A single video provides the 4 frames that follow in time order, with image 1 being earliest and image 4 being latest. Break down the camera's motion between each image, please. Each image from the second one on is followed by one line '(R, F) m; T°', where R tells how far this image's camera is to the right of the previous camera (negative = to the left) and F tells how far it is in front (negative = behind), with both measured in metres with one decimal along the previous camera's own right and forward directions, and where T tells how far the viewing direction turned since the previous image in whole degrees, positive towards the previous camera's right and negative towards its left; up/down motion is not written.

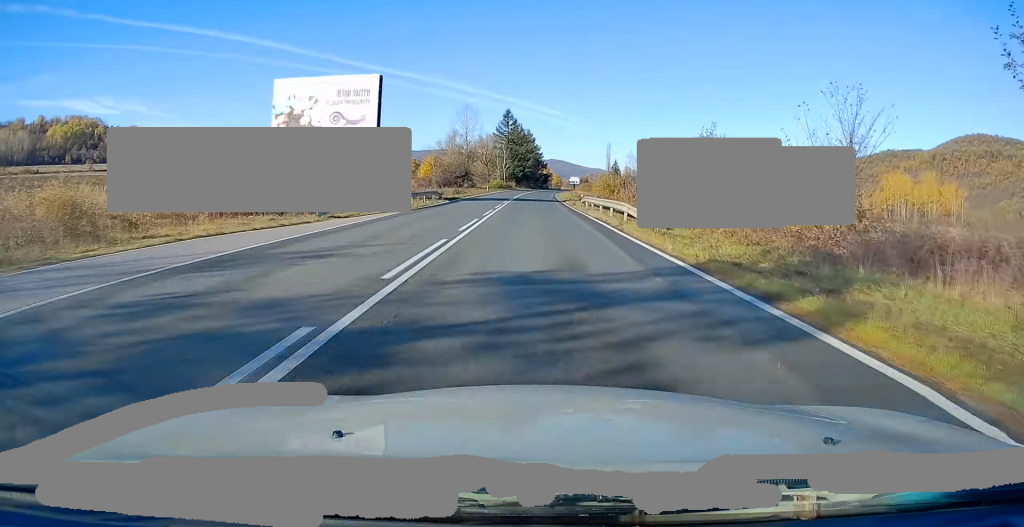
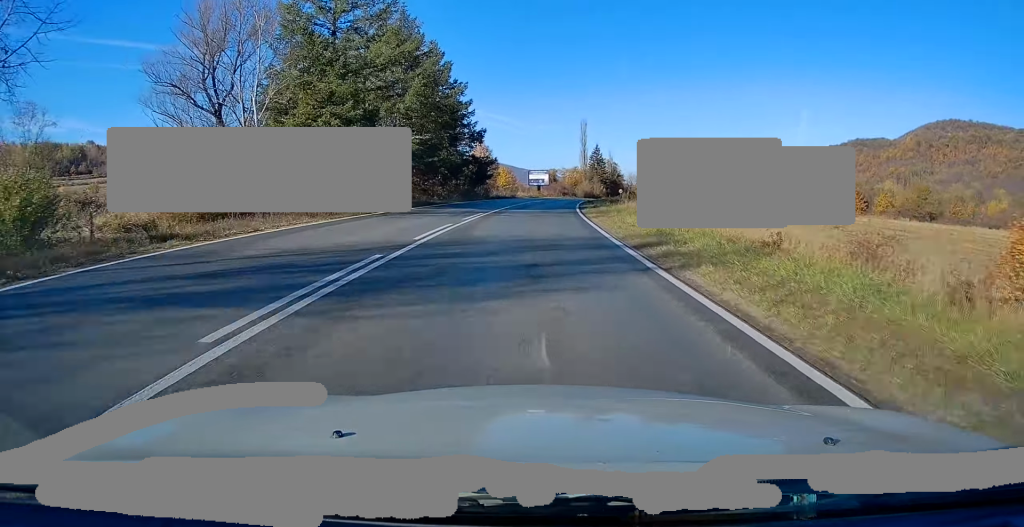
(+4.8, +119.0) m; +6°
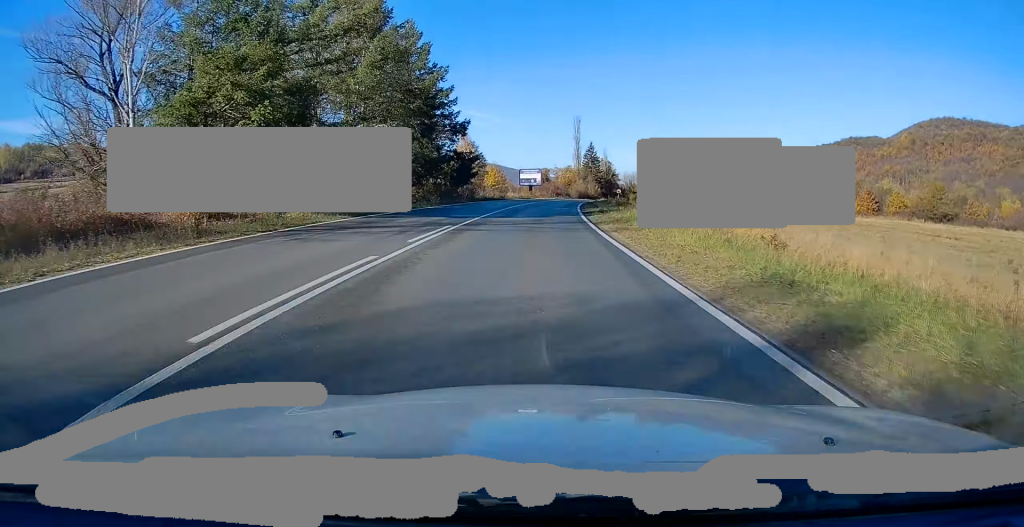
(0.0, +9.1) m; +1°
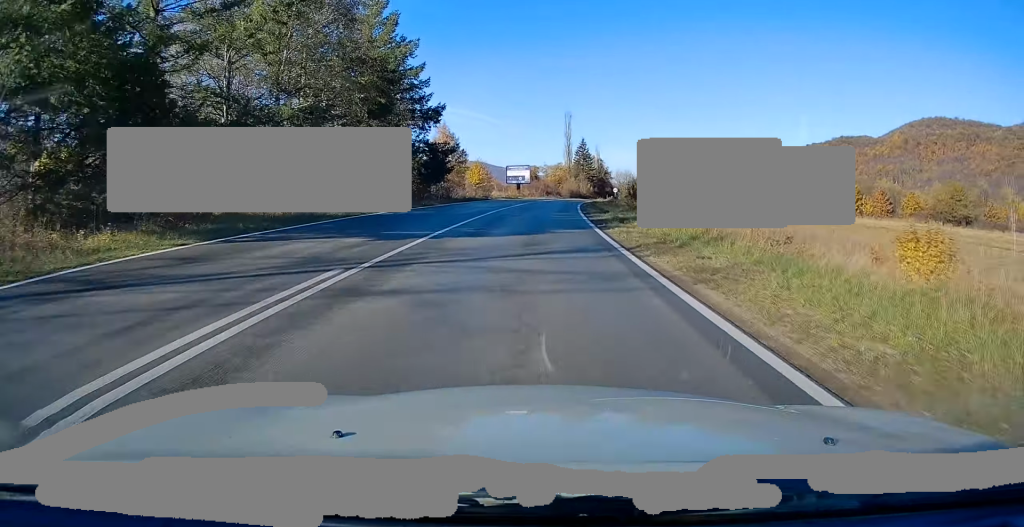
(+0.2, +10.7) m; 0°
